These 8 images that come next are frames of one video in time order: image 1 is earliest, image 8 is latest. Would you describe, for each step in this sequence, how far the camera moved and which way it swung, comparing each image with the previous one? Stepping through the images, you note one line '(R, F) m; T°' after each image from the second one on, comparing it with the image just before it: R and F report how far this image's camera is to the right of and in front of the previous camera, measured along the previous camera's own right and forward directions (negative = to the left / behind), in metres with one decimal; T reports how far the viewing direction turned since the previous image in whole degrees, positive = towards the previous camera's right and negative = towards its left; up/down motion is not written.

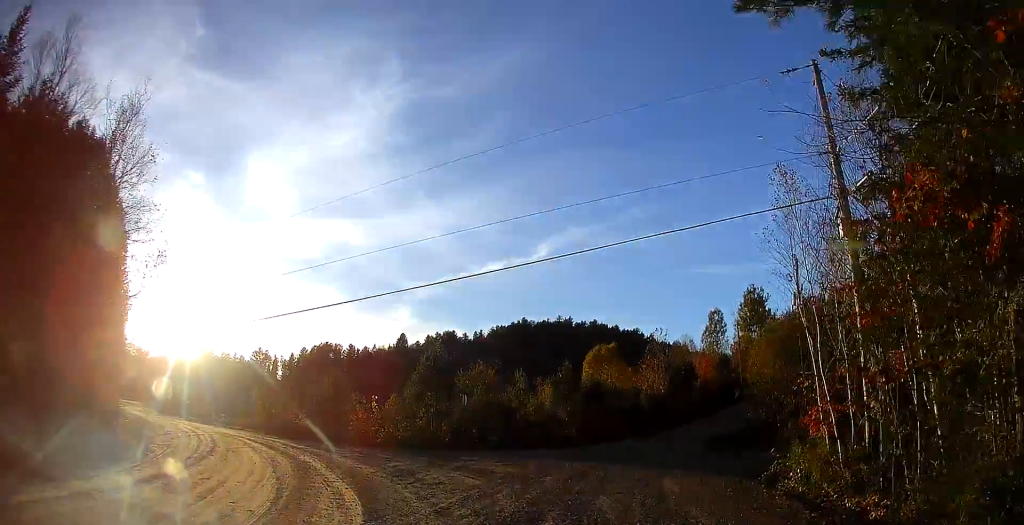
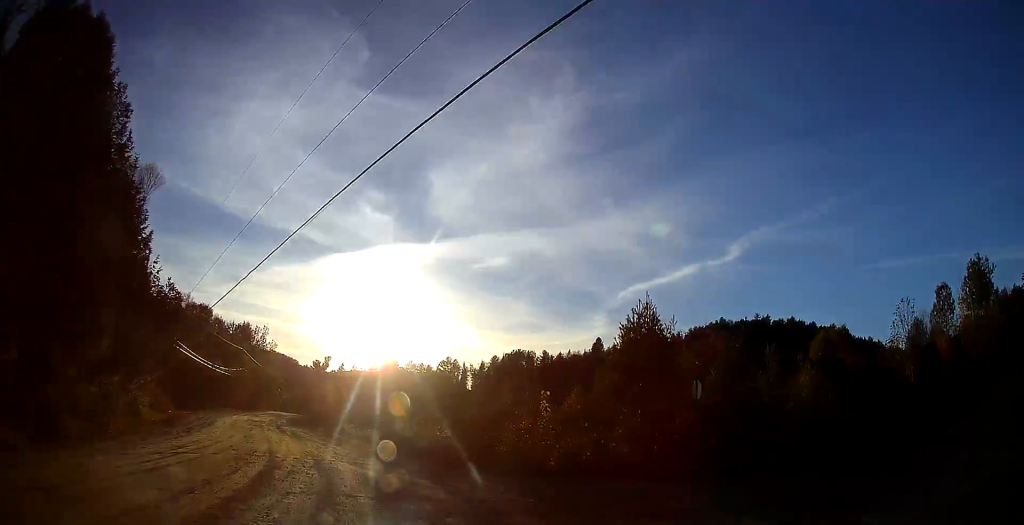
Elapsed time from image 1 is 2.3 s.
(-3.2, +14.3) m; -23°
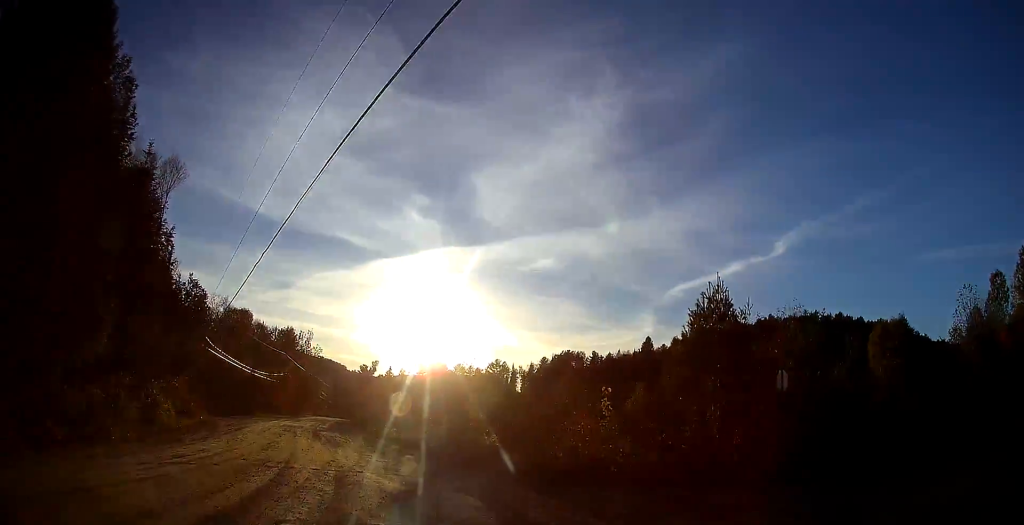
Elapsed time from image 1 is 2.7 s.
(0.0, +2.7) m; -3°
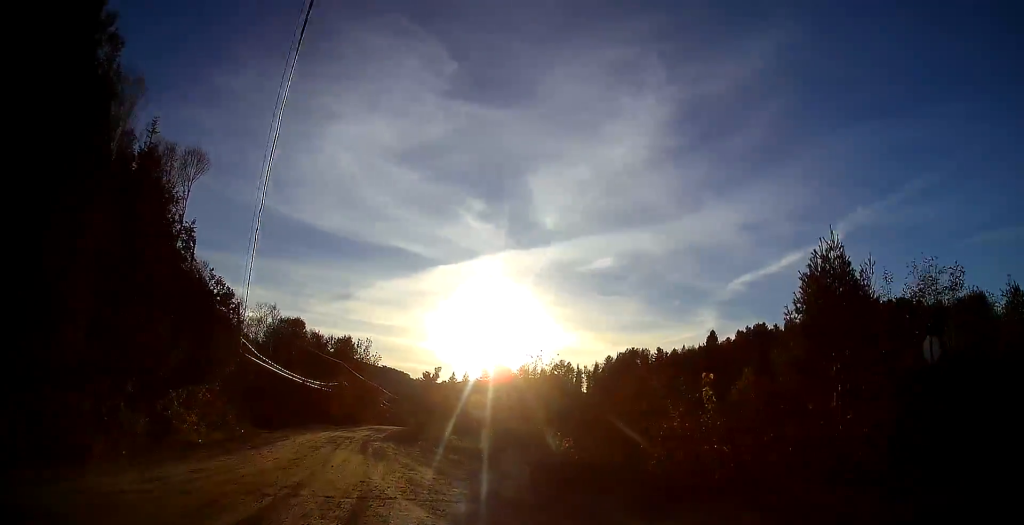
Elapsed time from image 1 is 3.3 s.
(+0.7, +4.0) m; -5°
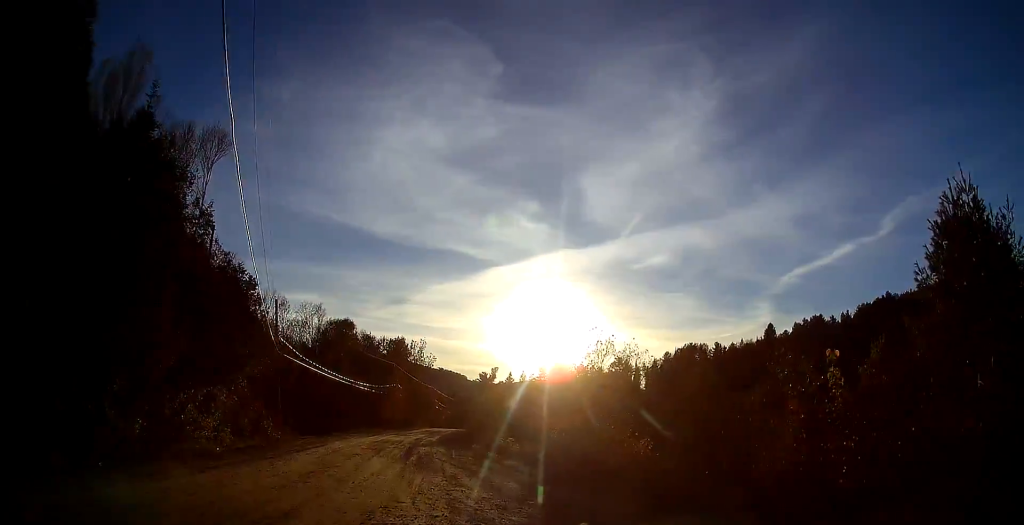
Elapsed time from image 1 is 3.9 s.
(-0.5, +3.7) m; -8°
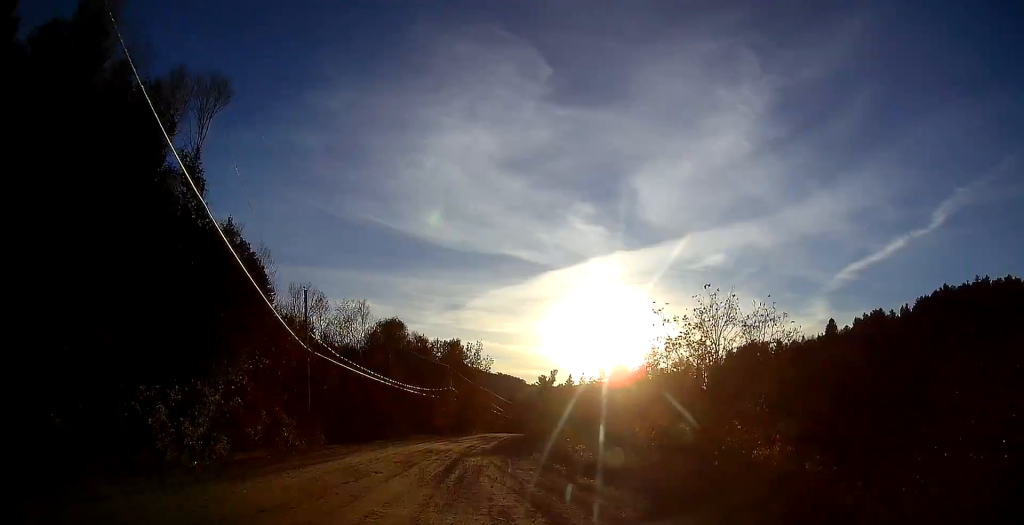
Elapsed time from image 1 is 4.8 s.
(-1.0, +6.5) m; -9°
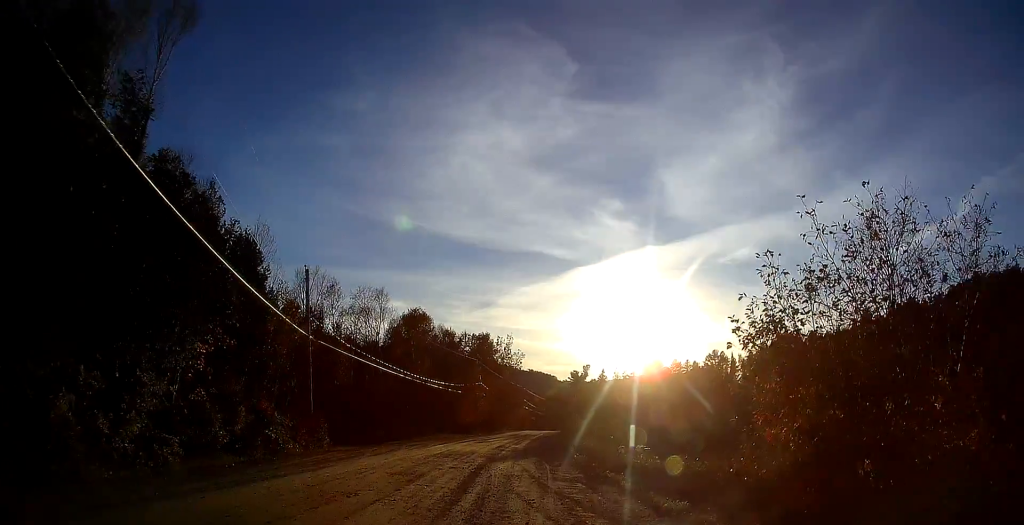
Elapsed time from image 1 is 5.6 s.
(0.0, +6.1) m; 0°
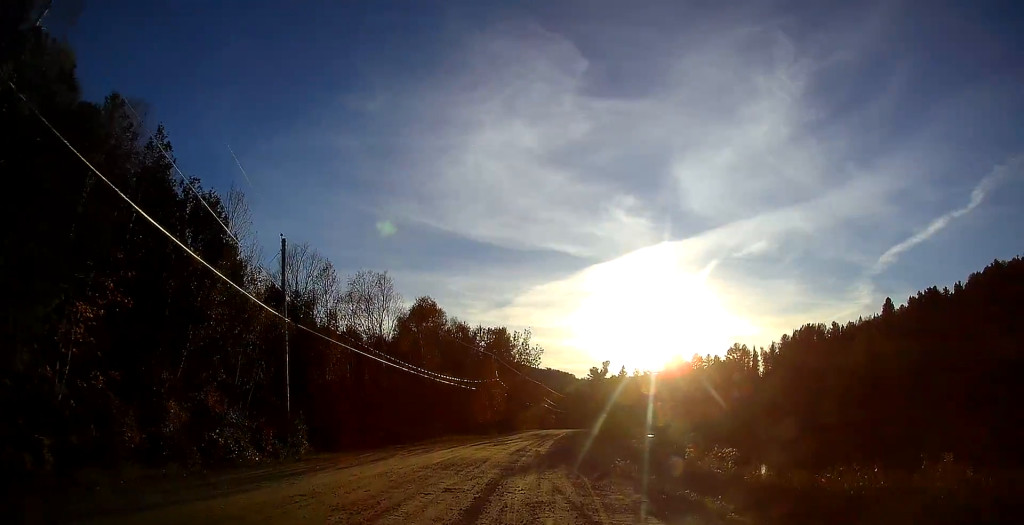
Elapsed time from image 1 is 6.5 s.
(-0.1, +7.2) m; +3°
